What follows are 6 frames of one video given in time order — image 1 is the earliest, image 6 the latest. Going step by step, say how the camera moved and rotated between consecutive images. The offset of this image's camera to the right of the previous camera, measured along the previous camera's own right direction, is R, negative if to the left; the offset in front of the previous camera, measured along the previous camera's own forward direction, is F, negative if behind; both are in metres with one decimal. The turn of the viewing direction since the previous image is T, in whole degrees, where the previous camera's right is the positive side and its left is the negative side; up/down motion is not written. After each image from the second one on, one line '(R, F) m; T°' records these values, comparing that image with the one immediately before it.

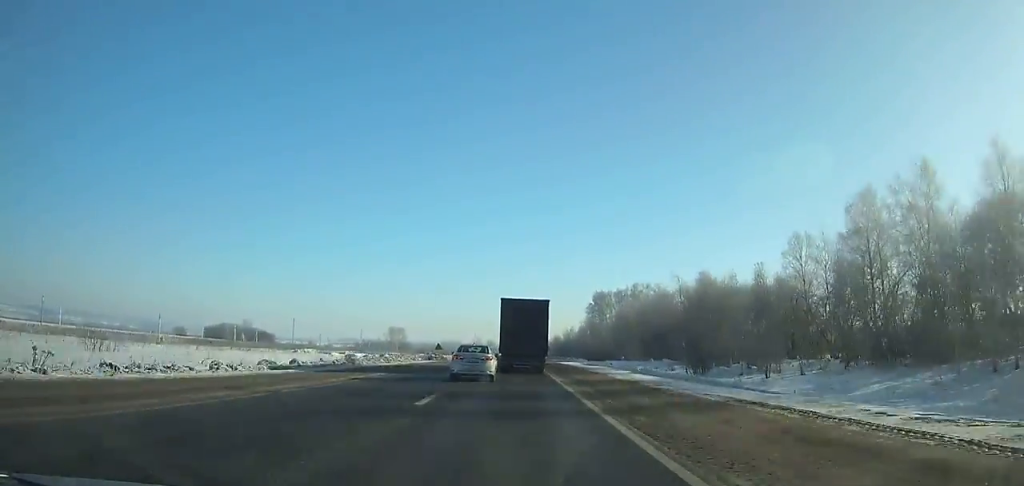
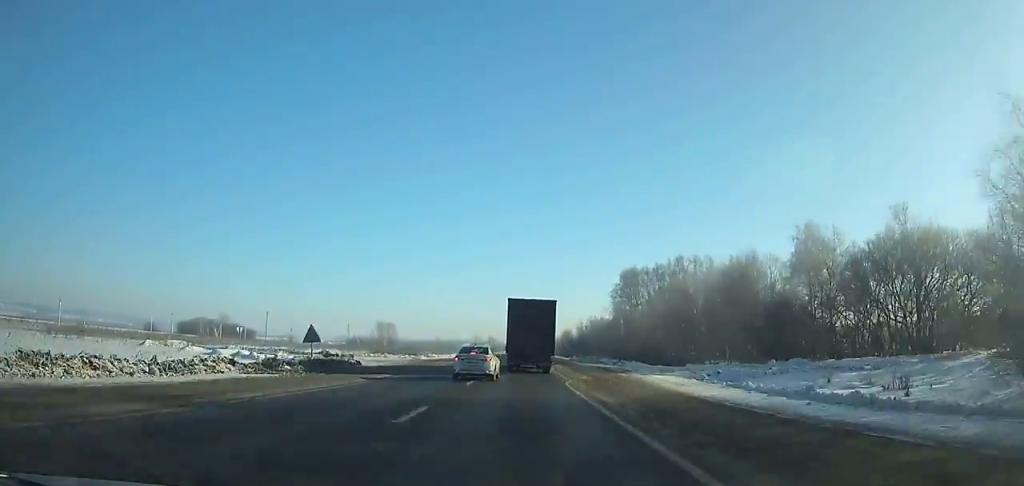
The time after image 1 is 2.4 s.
(+0.1, +51.0) m; 0°
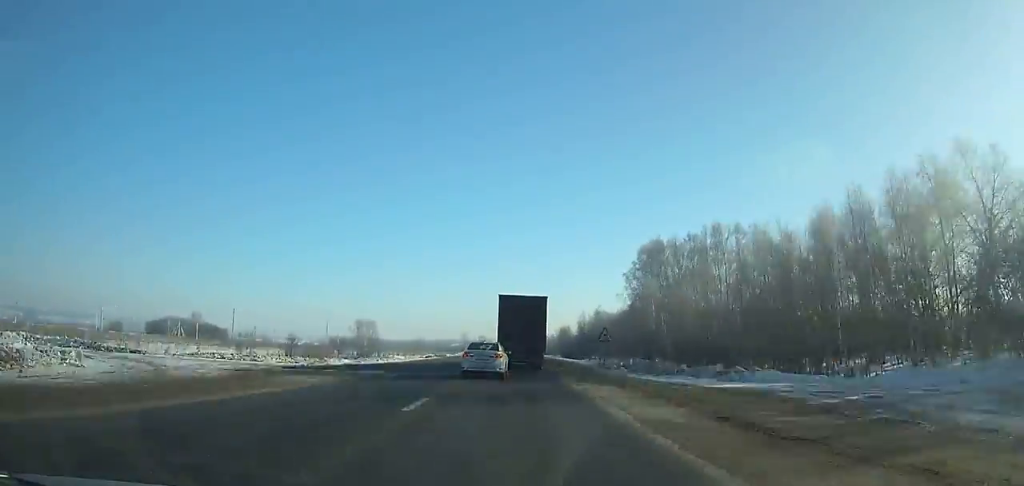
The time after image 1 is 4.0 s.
(+0.1, +33.9) m; 0°
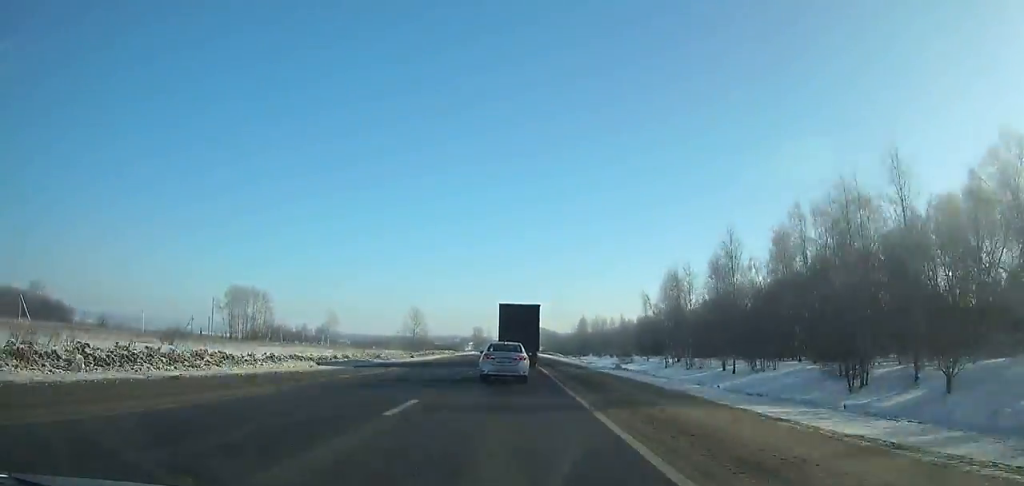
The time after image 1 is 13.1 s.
(-0.7, +195.1) m; -1°
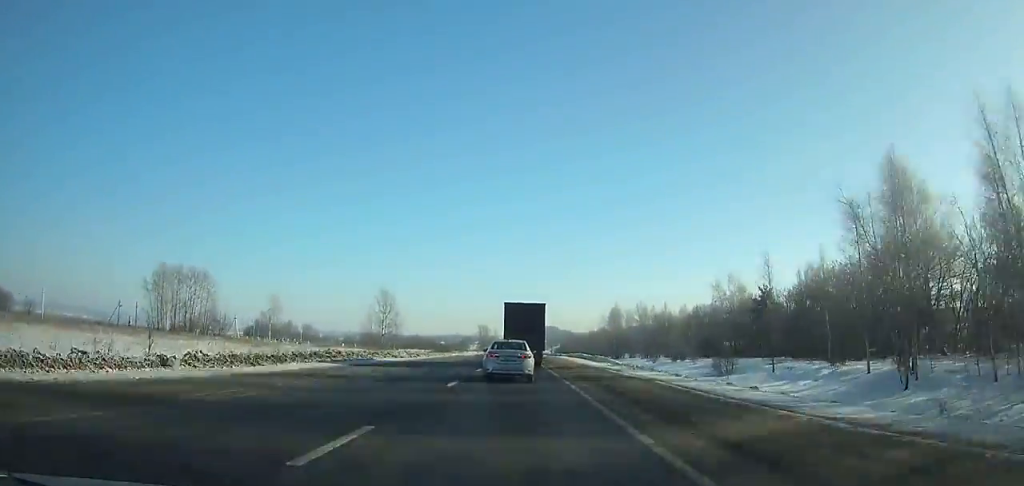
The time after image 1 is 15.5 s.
(-0.5, +52.2) m; -1°
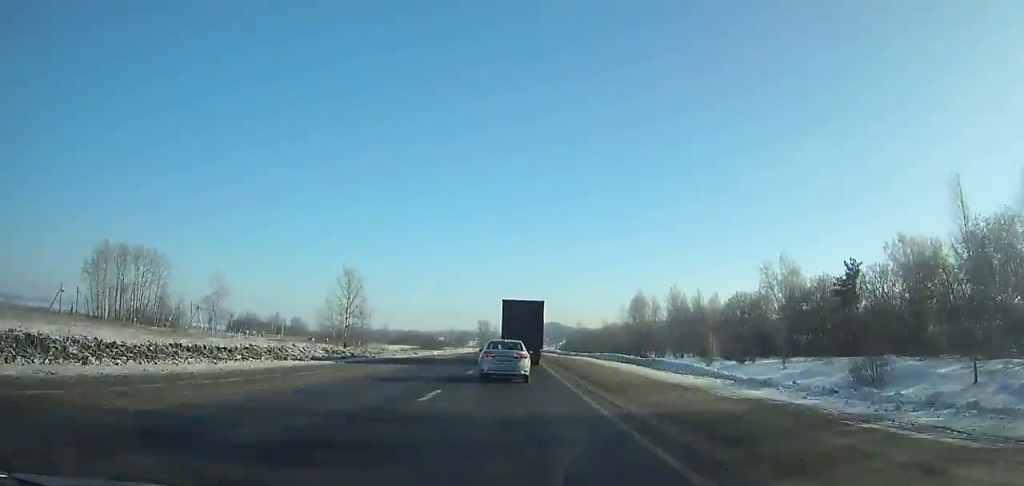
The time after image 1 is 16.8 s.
(-0.1, +28.1) m; 0°
